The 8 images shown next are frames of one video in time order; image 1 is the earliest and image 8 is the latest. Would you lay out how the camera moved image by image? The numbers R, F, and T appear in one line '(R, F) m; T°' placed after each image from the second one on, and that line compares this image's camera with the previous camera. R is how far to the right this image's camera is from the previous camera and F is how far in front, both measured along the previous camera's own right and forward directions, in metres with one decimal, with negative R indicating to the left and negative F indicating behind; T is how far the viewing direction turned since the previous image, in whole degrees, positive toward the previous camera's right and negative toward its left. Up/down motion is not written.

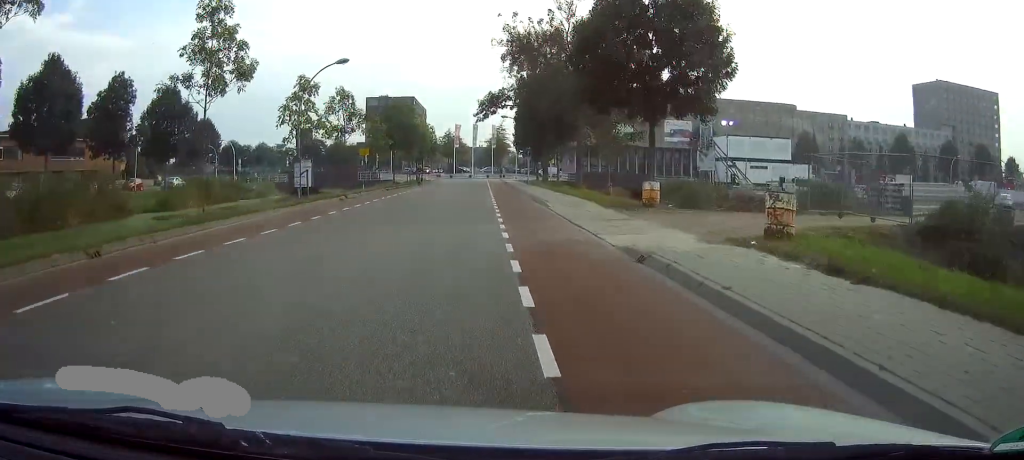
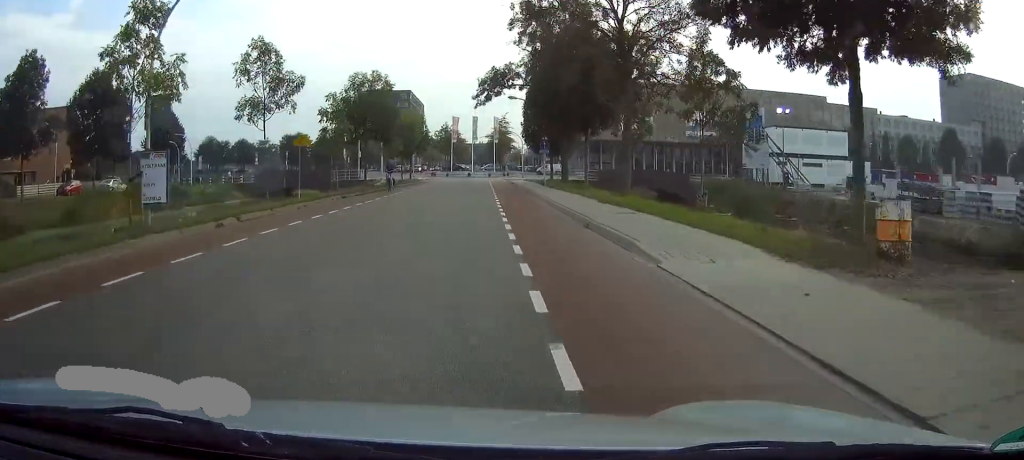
(-0.1, +14.3) m; -1°
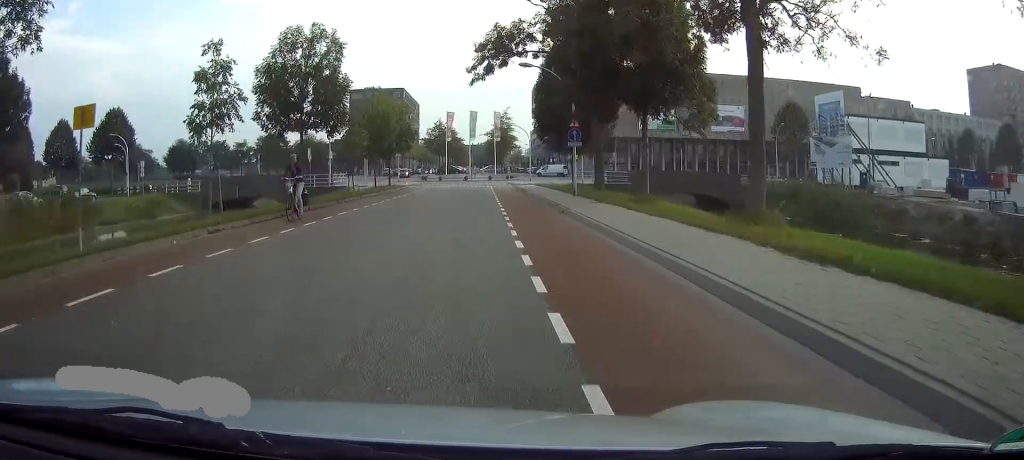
(-0.1, +14.9) m; 0°
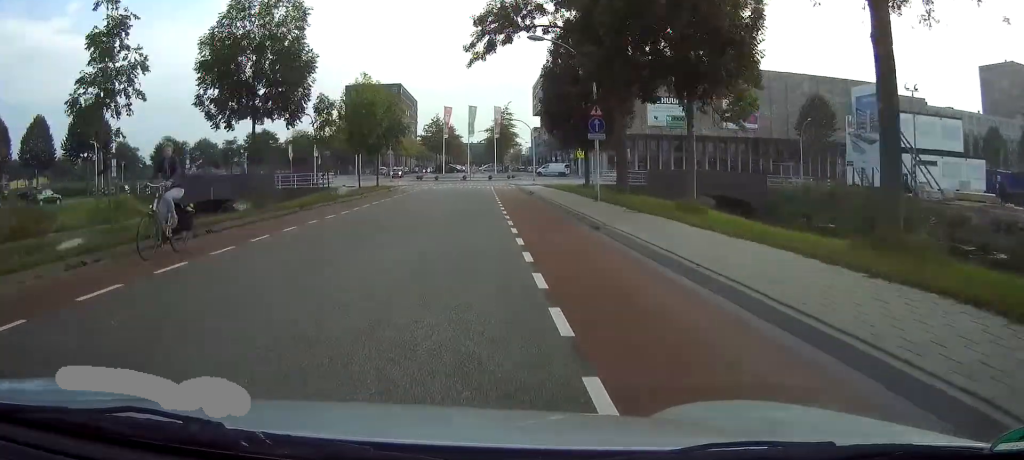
(0.0, +5.9) m; 0°
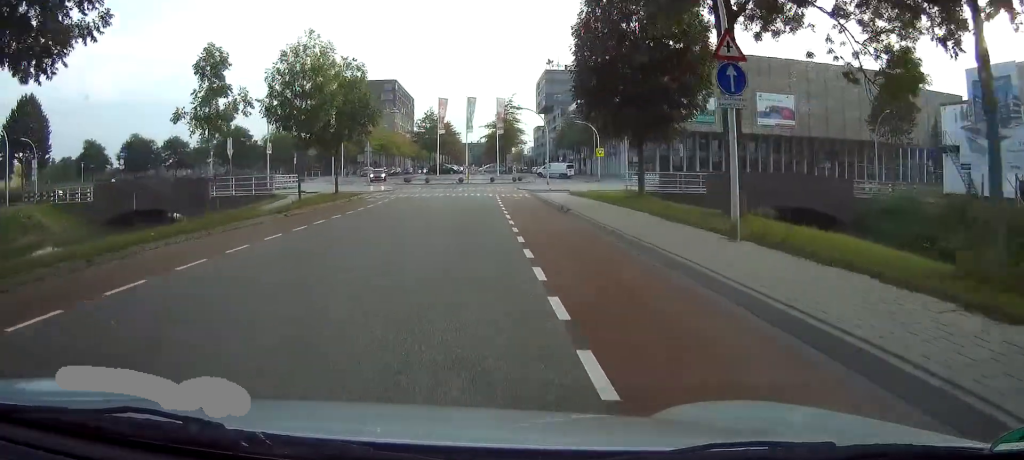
(+0.1, +13.3) m; 0°
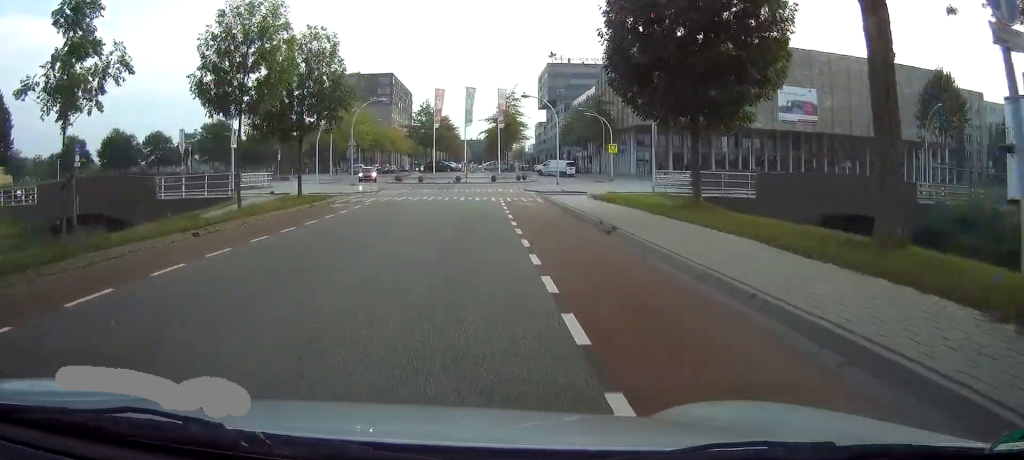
(0.0, +6.9) m; 0°
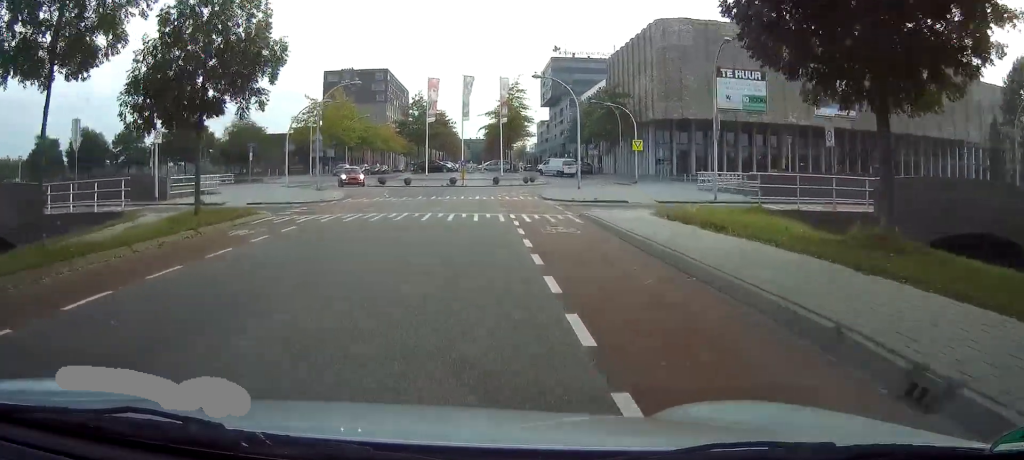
(0.0, +10.2) m; 0°
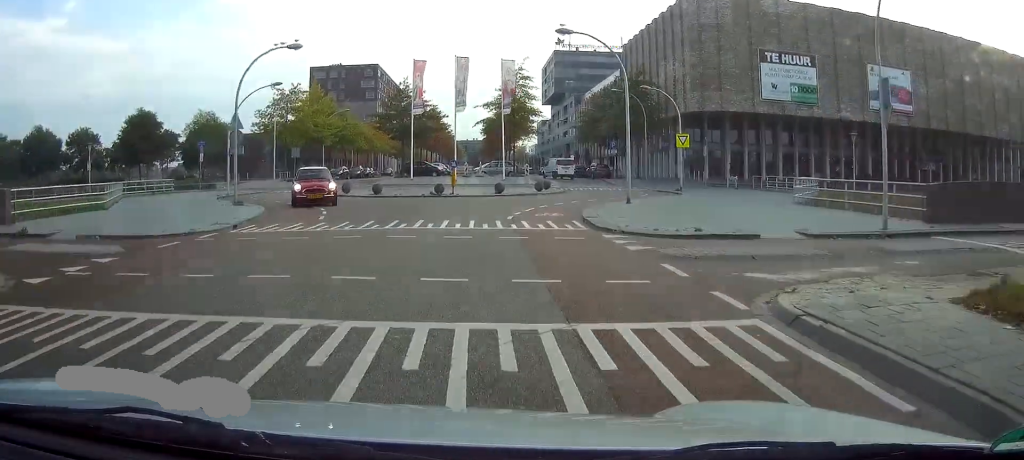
(+0.1, +12.5) m; +2°
